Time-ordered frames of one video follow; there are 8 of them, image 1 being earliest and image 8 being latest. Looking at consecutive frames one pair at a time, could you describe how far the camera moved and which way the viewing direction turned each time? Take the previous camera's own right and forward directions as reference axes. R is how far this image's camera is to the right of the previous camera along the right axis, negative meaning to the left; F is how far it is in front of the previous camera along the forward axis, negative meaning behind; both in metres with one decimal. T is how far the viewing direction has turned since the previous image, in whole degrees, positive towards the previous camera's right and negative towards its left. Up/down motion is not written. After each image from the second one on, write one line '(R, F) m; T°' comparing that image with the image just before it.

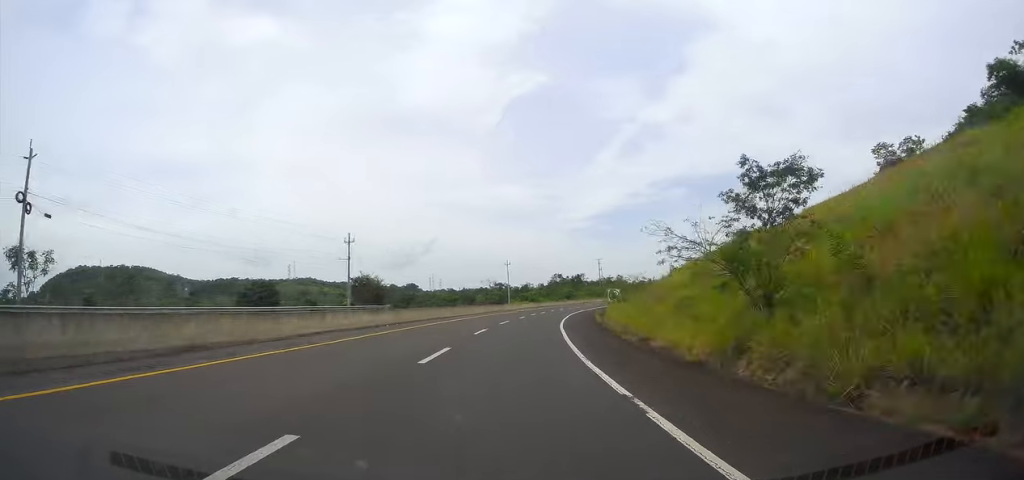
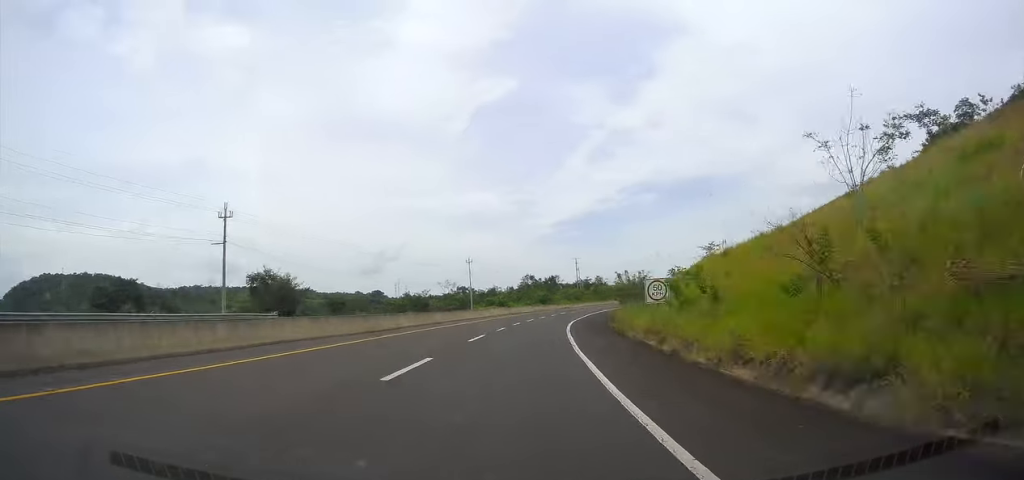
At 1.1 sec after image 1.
(+0.2, +26.9) m; +2°
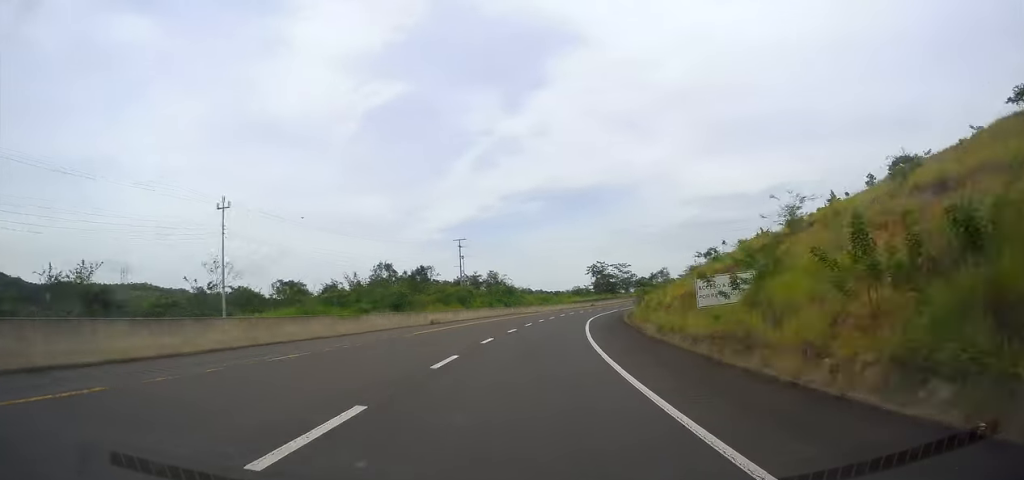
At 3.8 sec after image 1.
(+5.1, +66.5) m; +9°
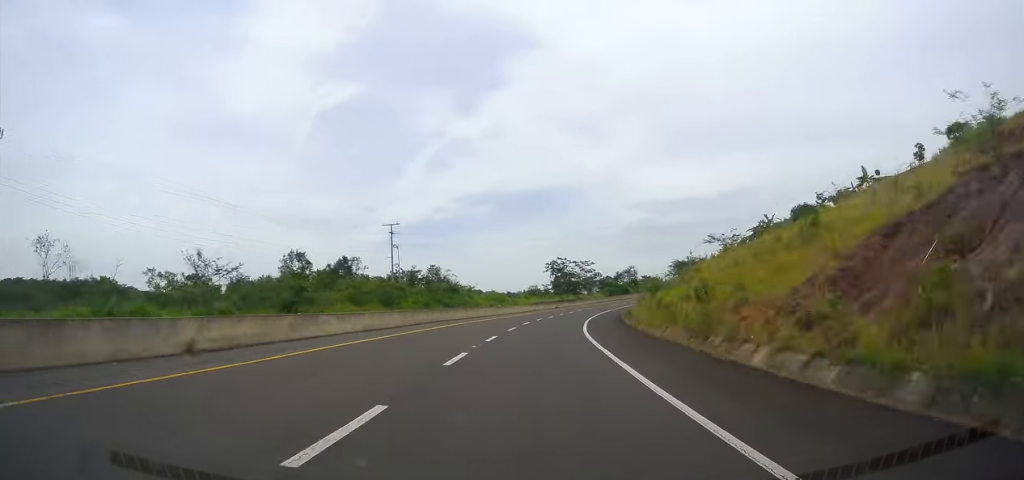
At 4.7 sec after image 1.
(-0.1, +23.0) m; +4°
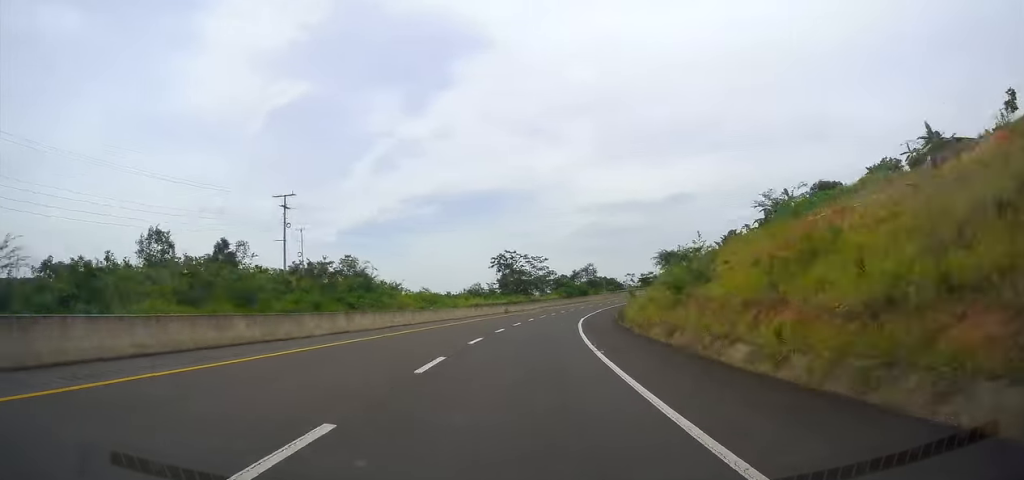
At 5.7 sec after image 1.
(+1.7, +25.4) m; +5°
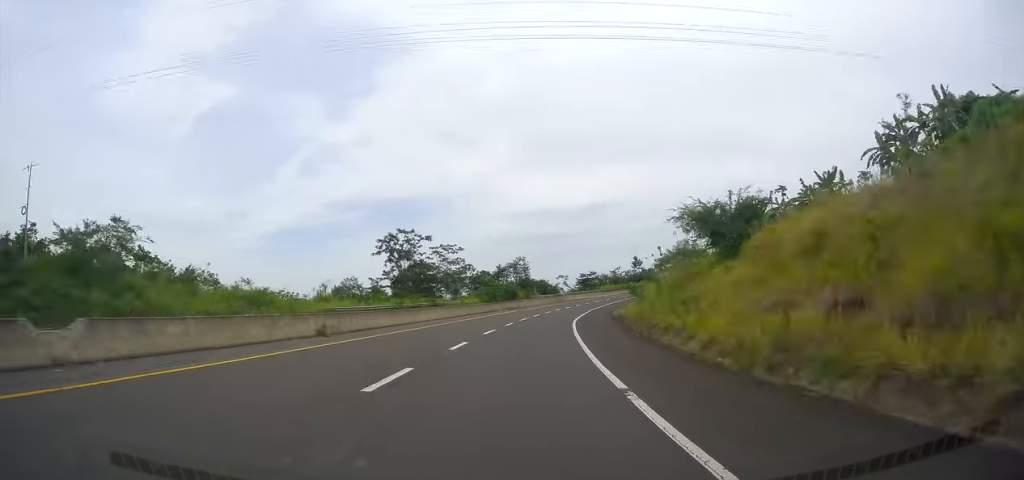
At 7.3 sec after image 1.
(+2.6, +42.2) m; +8°
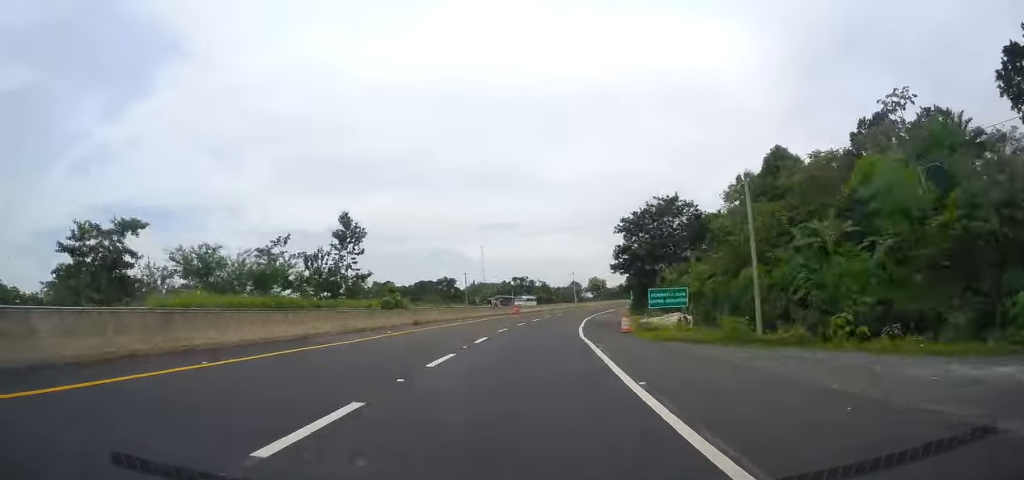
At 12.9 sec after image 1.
(+32.1, +135.7) m; +27°
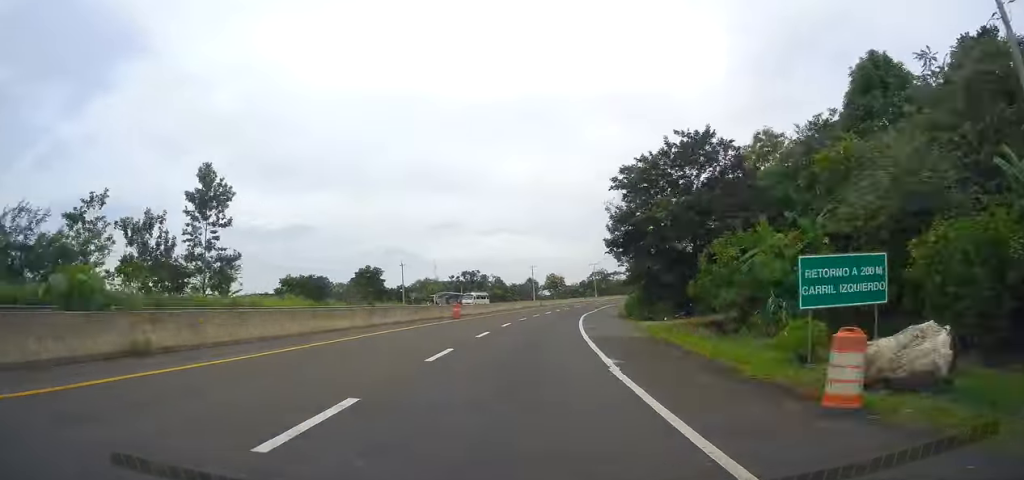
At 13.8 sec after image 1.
(+1.2, +22.7) m; +4°
